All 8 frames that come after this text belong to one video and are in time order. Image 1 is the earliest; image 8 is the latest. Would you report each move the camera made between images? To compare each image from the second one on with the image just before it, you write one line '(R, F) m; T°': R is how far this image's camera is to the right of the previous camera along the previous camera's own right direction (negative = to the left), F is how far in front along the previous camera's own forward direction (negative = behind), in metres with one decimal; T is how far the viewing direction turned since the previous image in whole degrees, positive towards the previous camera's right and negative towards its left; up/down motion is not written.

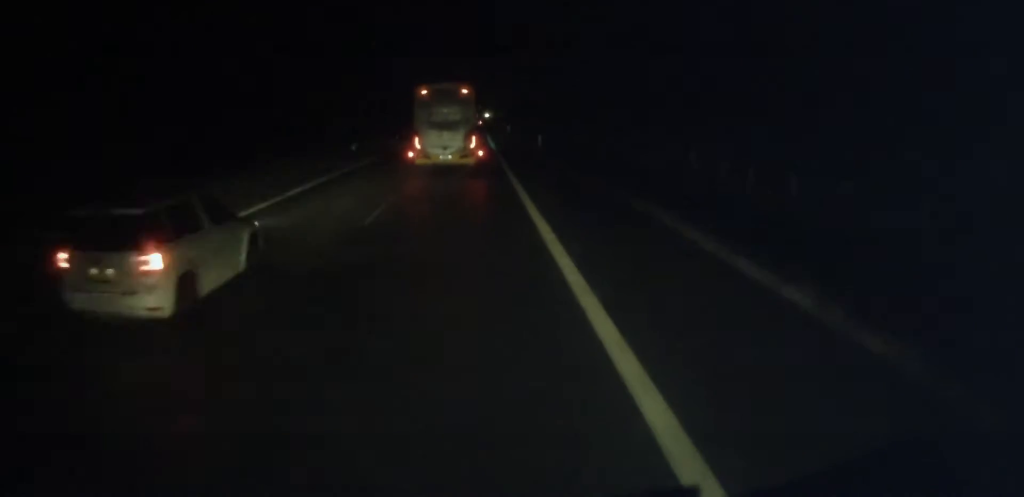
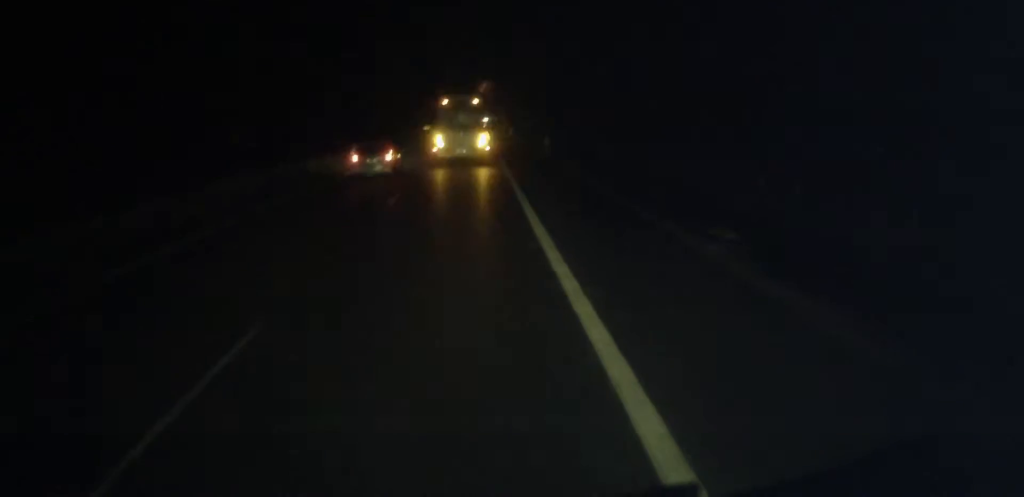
(+0.1, +50.4) m; 0°
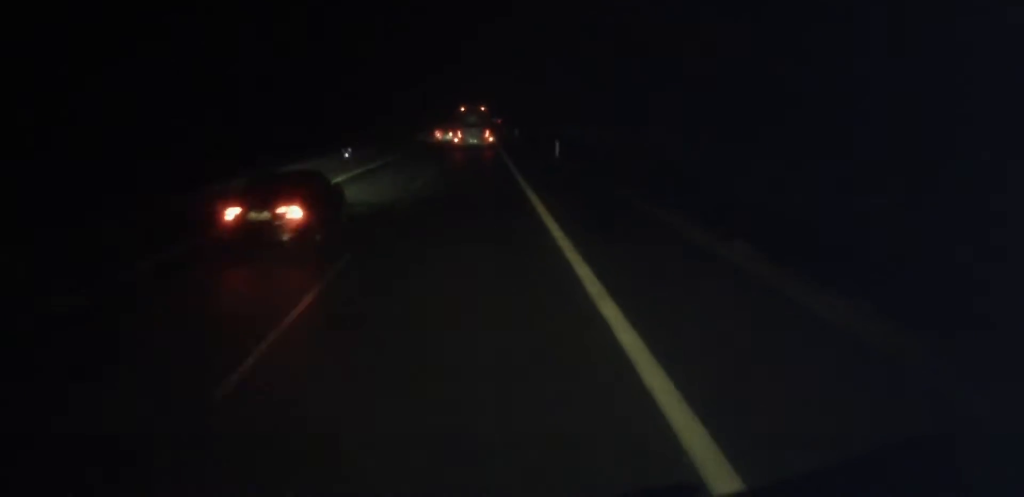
(0.0, +103.7) m; 0°
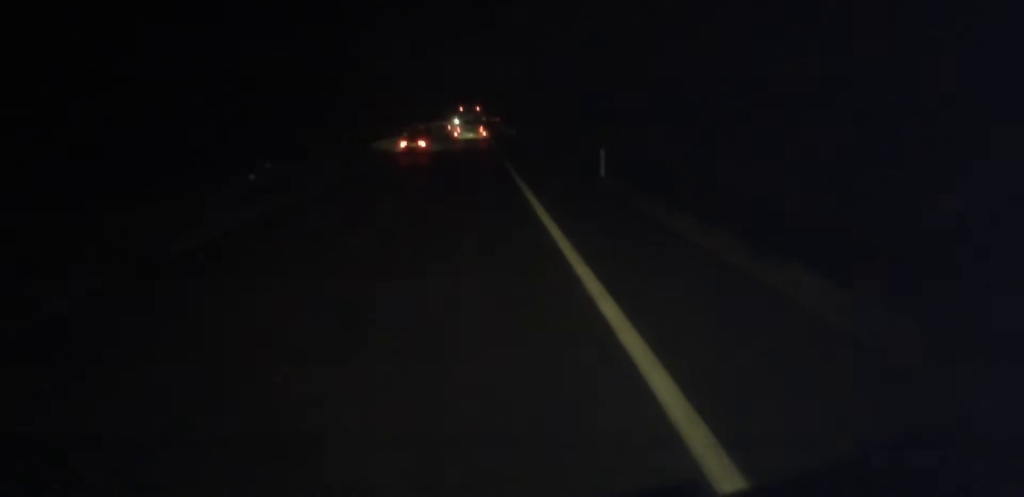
(+0.3, +65.8) m; 0°
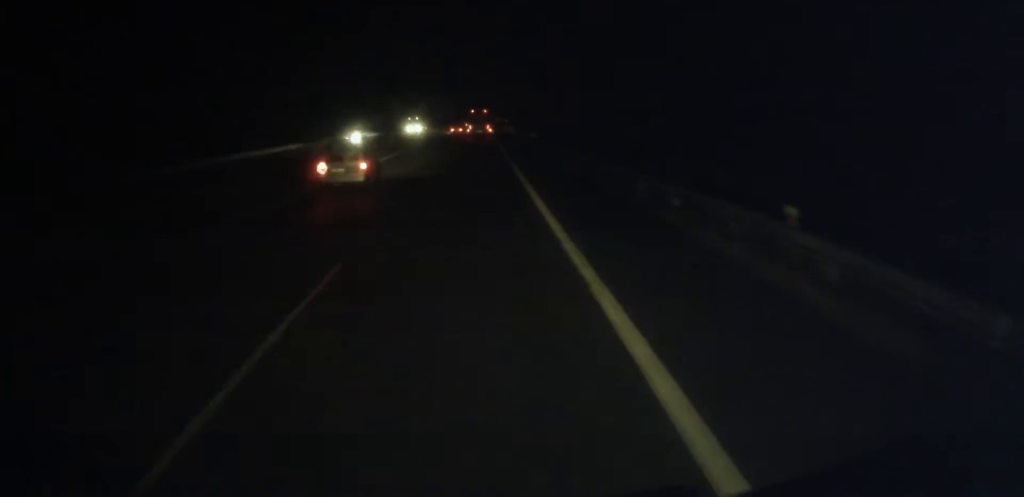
(+0.7, +116.0) m; +1°
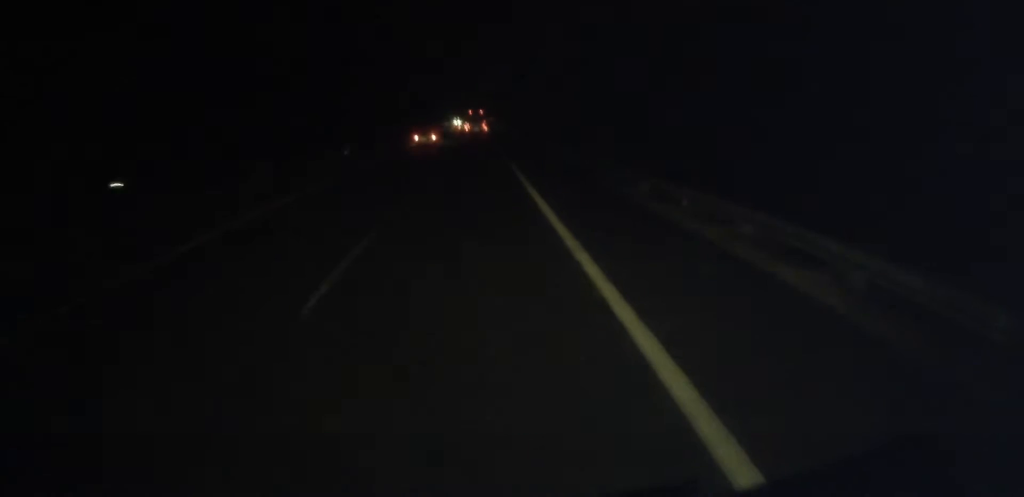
(+0.2, +68.9) m; 0°
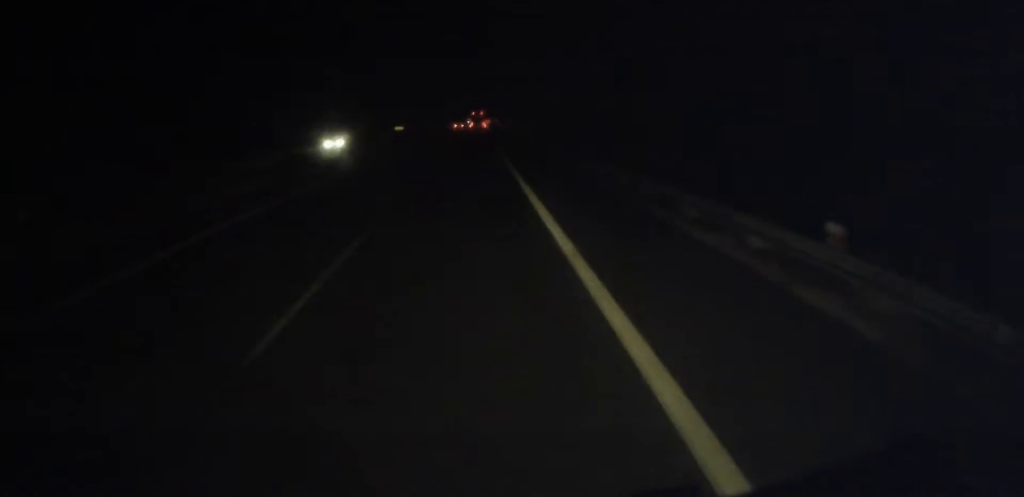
(+1.8, +181.6) m; +1°
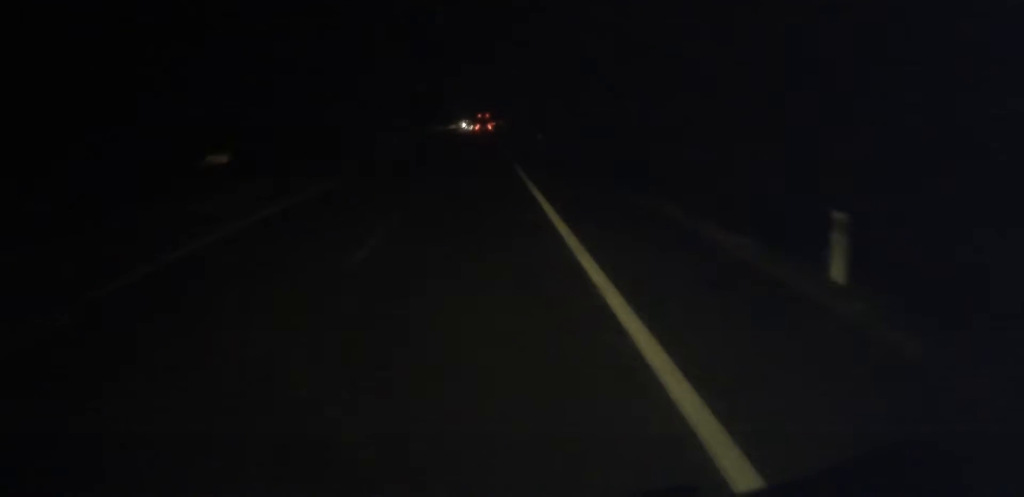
(+0.2, +50.1) m; 0°
